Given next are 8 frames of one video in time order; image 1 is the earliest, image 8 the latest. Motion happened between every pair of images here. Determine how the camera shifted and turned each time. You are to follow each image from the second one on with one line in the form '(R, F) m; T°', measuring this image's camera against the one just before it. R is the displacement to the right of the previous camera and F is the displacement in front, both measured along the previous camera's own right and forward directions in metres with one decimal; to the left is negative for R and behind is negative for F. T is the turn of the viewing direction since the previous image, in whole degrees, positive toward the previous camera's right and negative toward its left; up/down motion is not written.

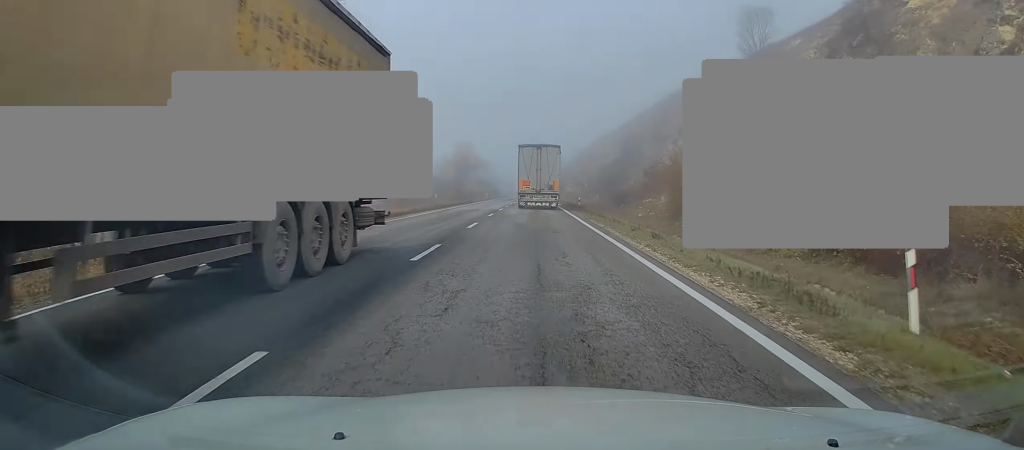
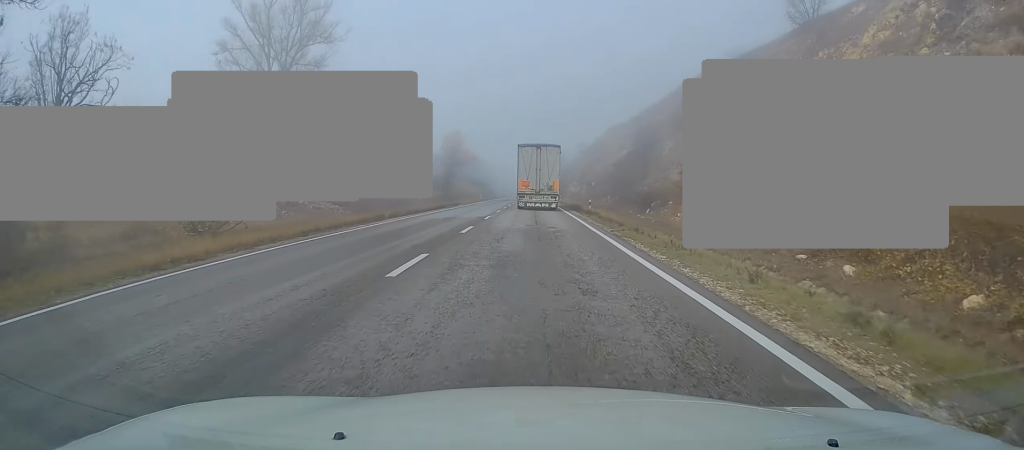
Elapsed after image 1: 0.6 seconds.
(0.0, +10.6) m; 0°
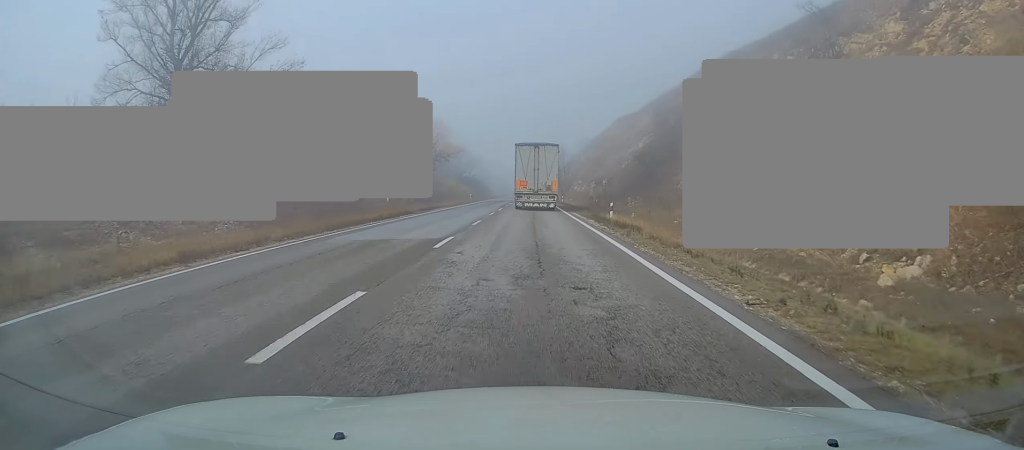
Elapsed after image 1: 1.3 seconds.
(0.0, +13.1) m; 0°
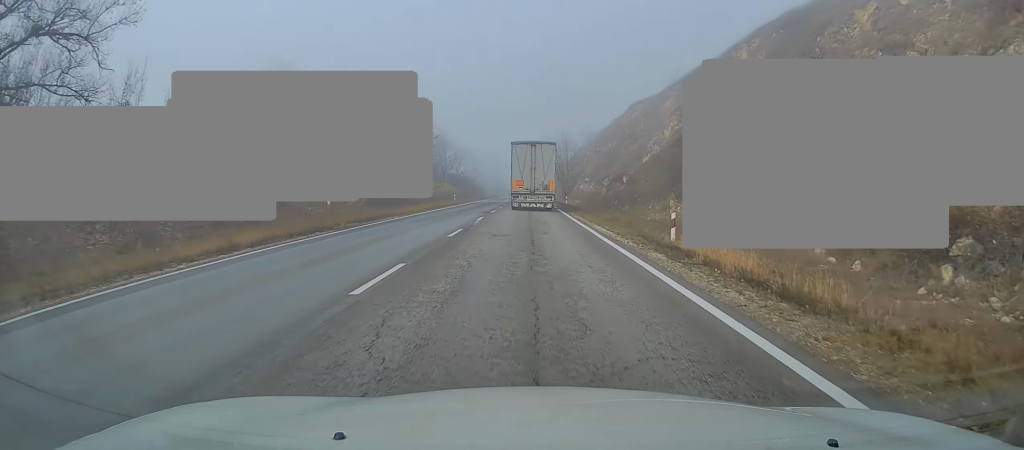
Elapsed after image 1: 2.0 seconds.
(0.0, +14.3) m; 0°
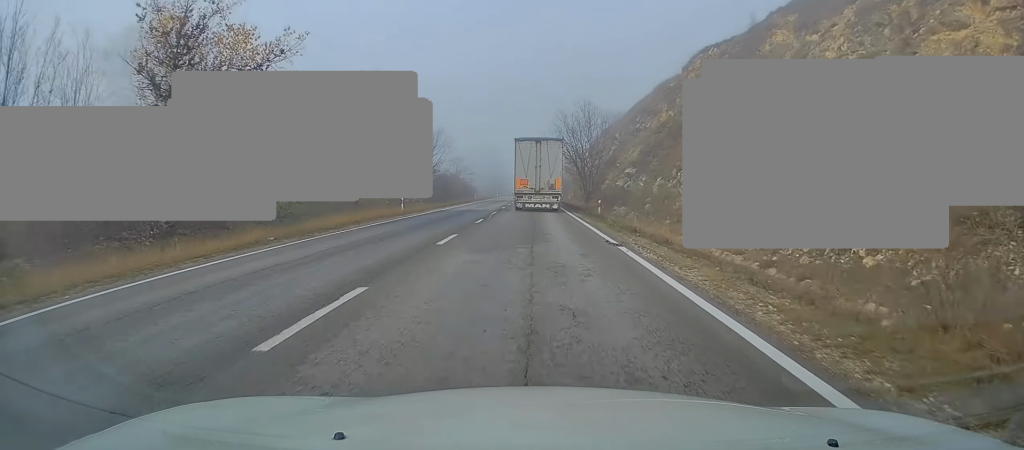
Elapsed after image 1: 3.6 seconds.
(0.0, +29.0) m; +1°
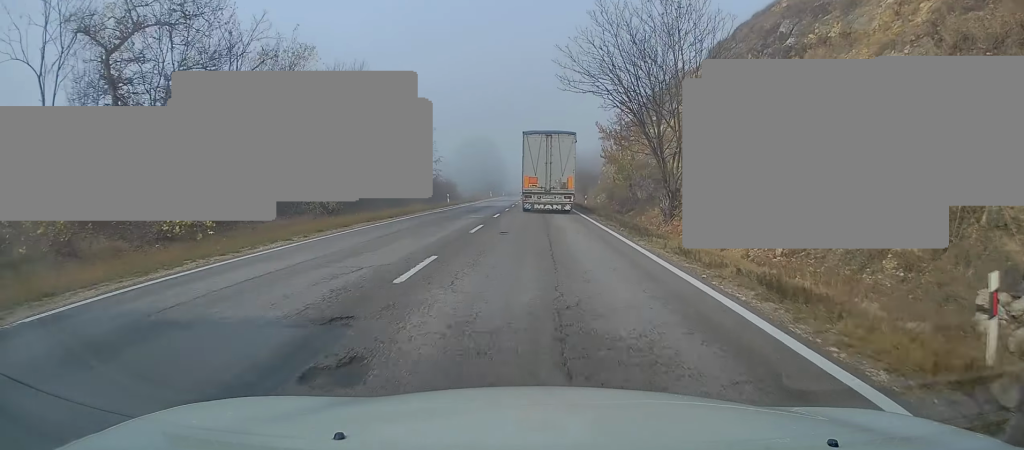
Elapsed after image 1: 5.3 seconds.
(-0.2, +32.4) m; -2°
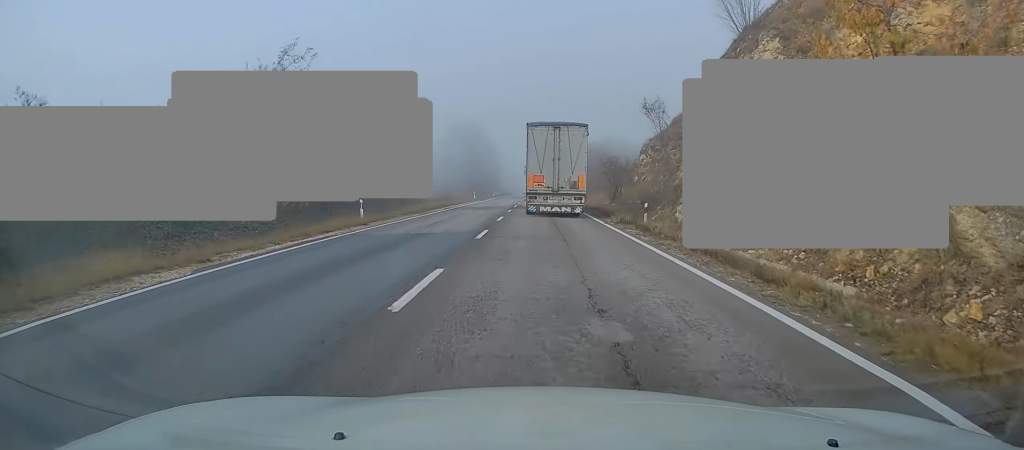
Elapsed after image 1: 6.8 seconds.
(-0.1, +28.5) m; +1°
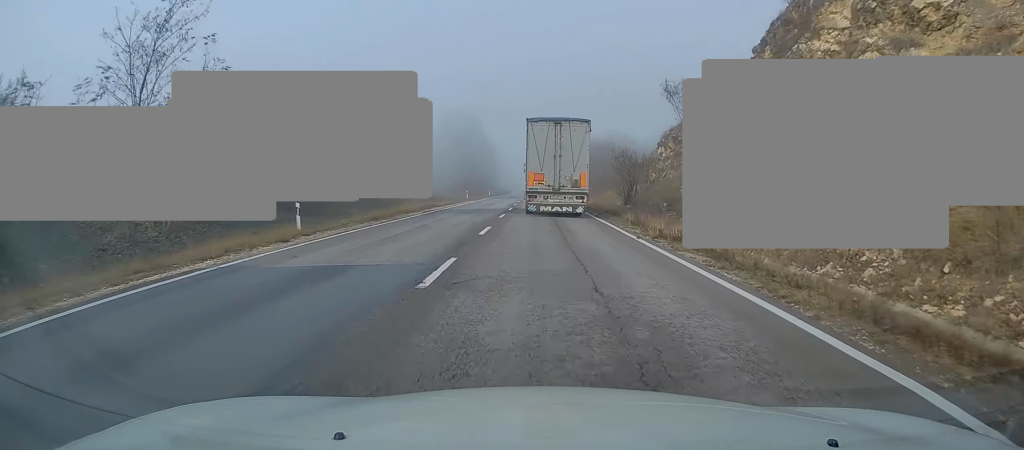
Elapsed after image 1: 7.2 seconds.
(0.0, +7.6) m; +1°
